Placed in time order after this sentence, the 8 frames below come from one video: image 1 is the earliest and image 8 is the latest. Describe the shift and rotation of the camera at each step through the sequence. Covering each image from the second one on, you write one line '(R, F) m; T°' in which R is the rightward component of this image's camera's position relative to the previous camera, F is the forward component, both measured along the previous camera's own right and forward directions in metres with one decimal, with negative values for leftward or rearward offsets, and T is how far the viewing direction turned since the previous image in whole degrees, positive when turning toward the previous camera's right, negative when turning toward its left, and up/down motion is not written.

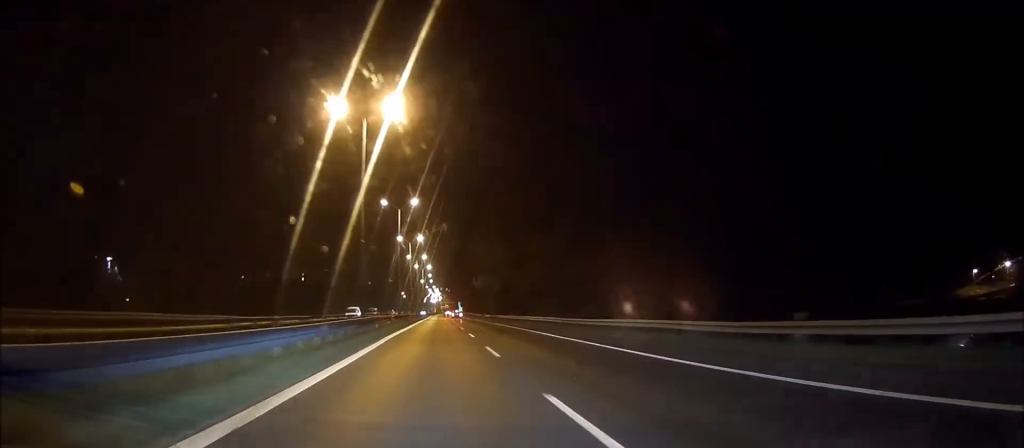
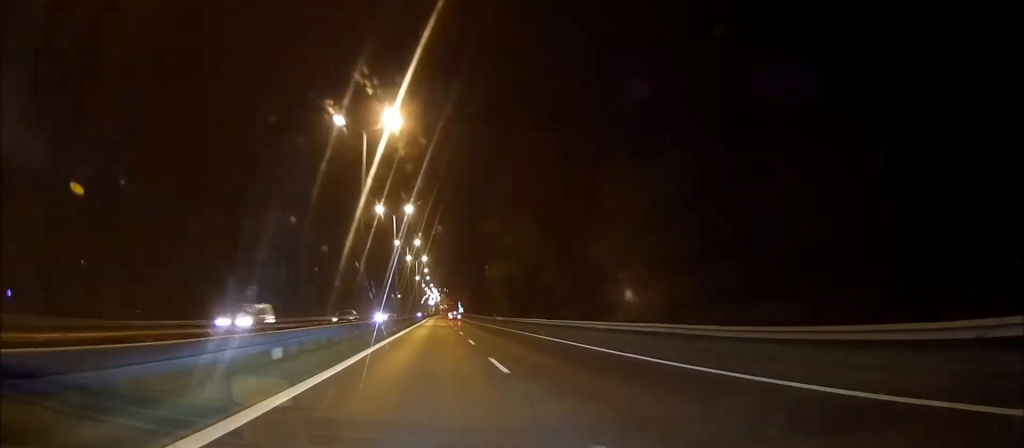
(-0.1, +27.3) m; 0°
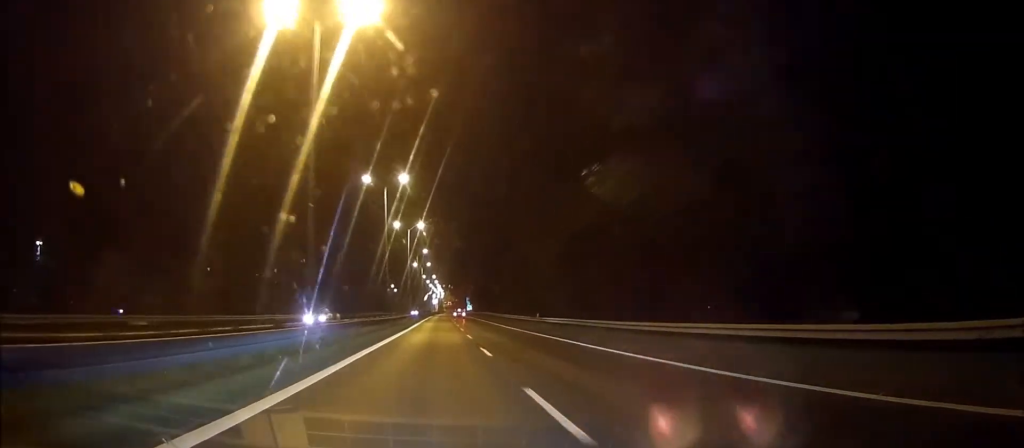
(0.0, +43.2) m; 0°
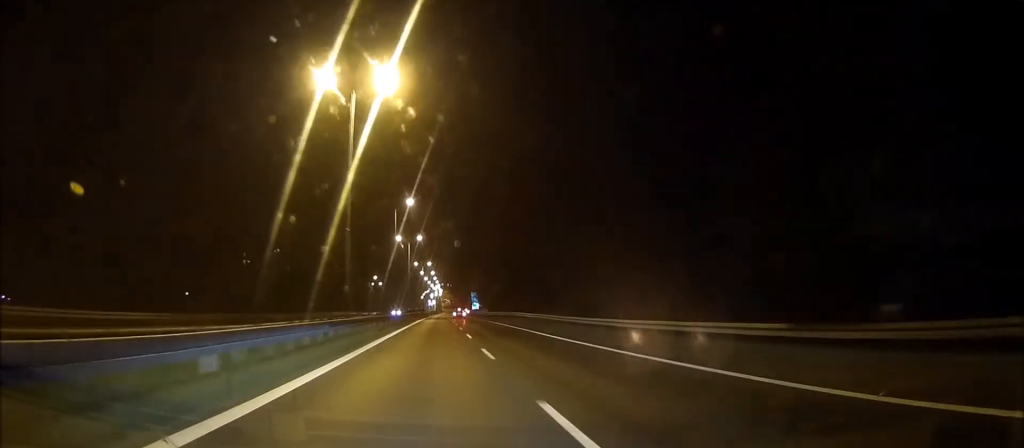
(+0.5, +49.5) m; +1°
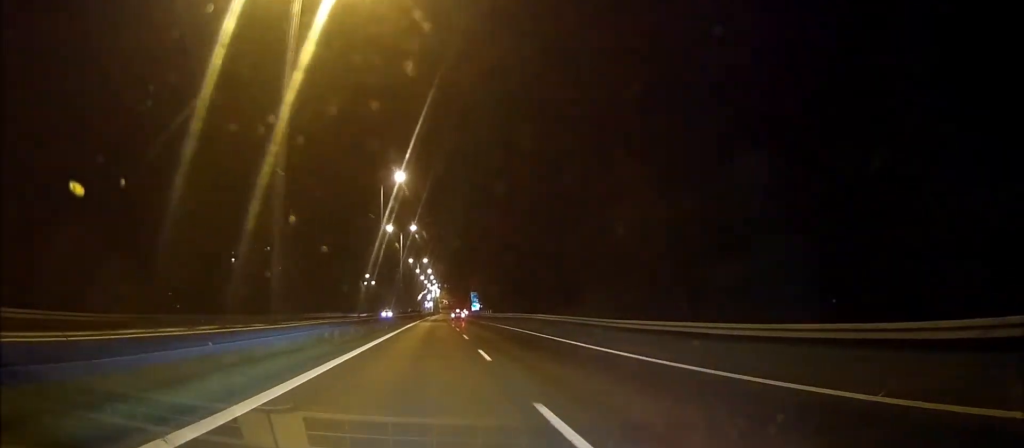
(0.0, +12.1) m; 0°
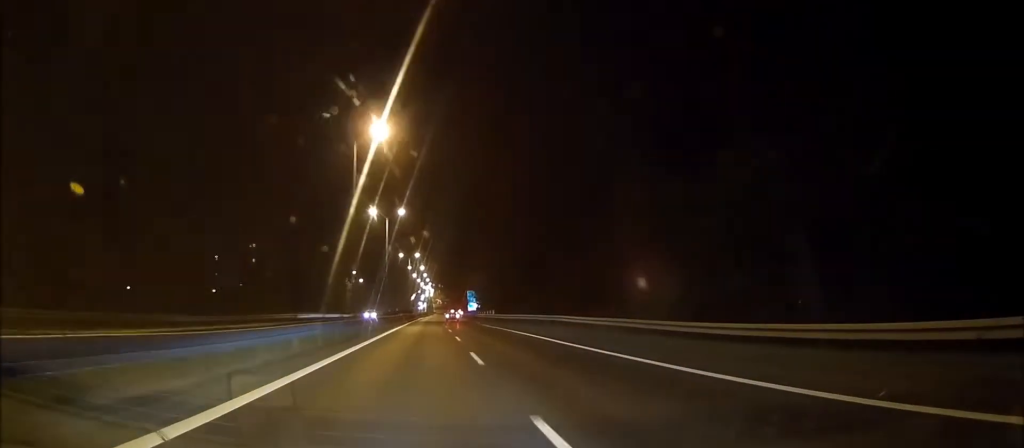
(0.0, +13.0) m; 0°
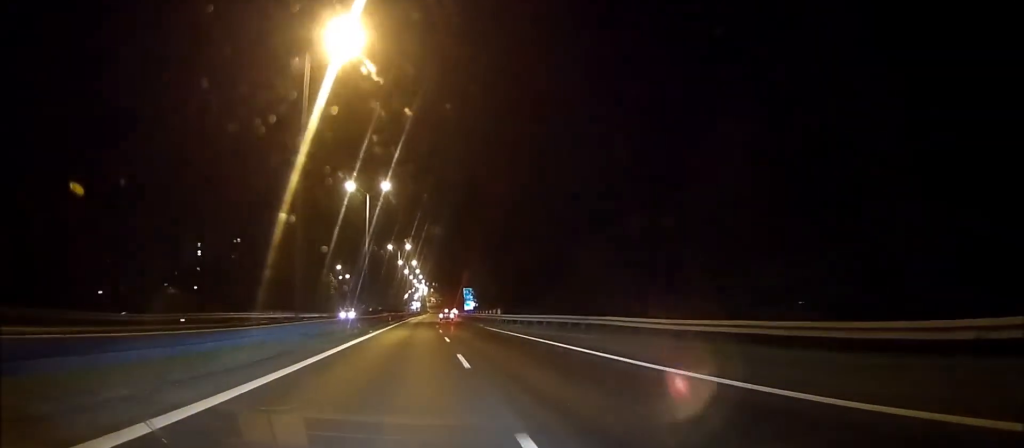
(0.0, +12.9) m; 0°
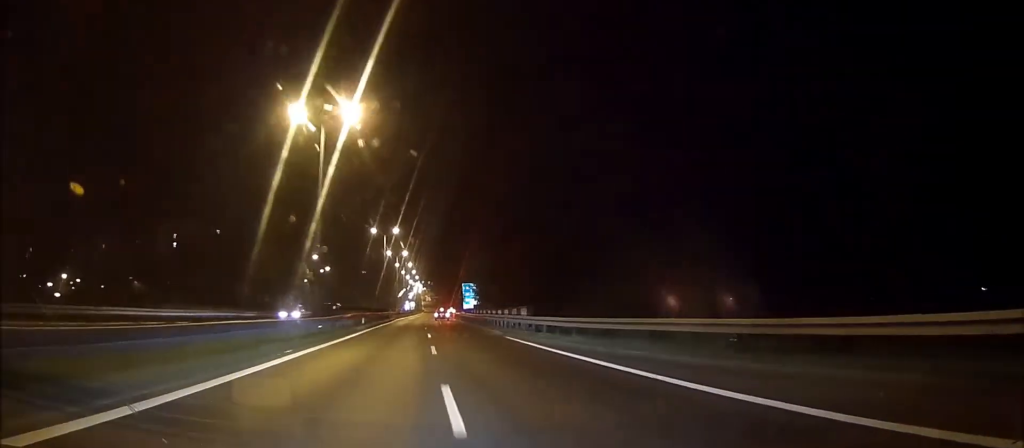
(0.0, +19.3) m; 0°
